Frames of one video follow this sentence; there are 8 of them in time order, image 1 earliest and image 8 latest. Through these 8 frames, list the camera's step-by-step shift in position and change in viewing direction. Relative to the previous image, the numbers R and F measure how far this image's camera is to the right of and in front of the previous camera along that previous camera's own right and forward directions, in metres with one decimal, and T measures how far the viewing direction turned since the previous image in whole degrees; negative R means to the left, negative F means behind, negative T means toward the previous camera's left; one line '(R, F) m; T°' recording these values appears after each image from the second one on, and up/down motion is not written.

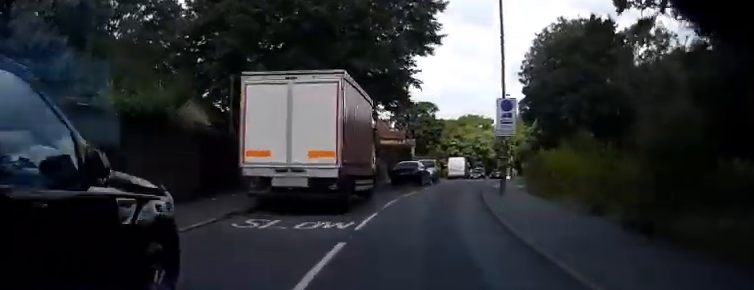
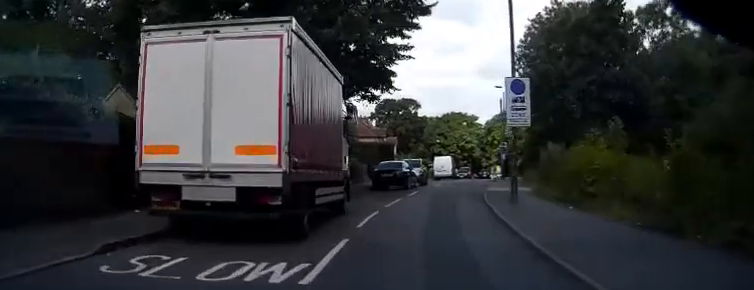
(+0.3, +6.0) m; +3°
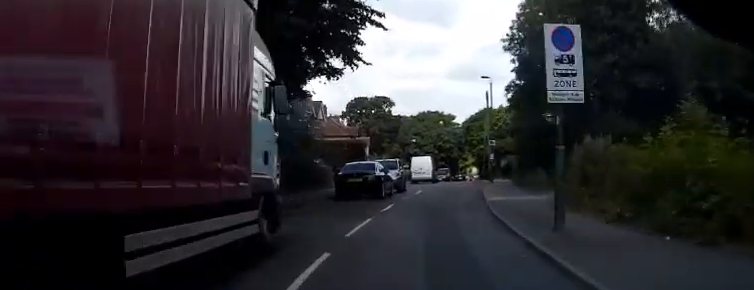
(+0.3, +8.4) m; +3°
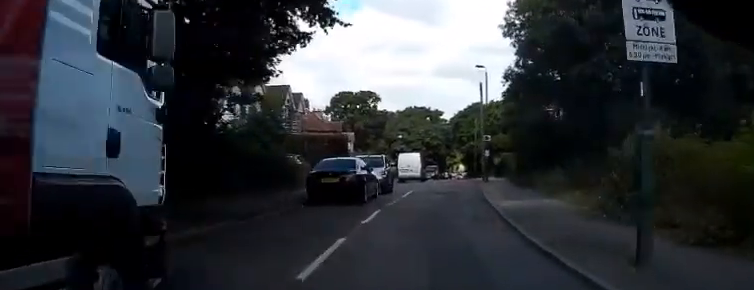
(-0.1, +4.9) m; +2°
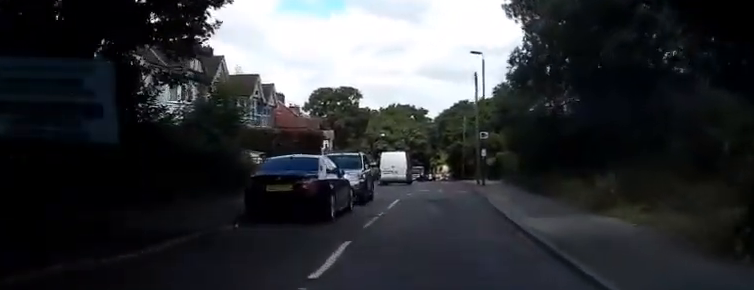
(+0.3, +6.7) m; +3°
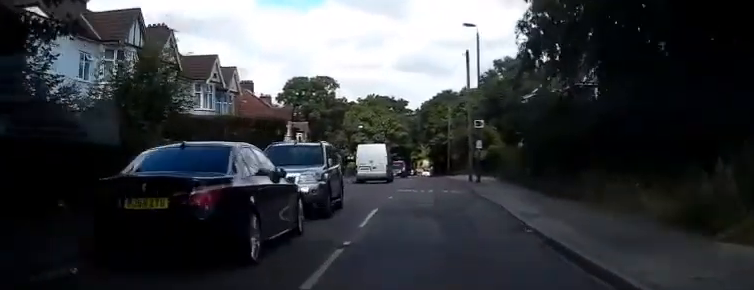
(+0.2, +6.5) m; +2°
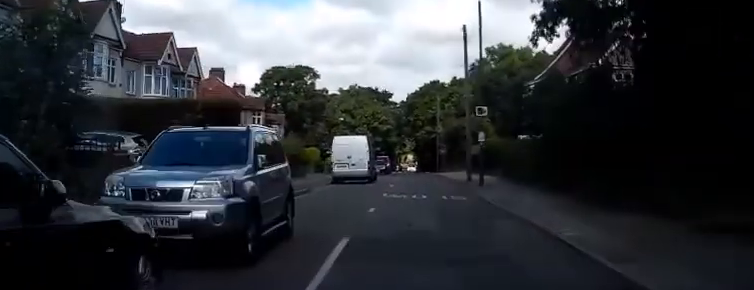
(+0.1, +6.3) m; +1°
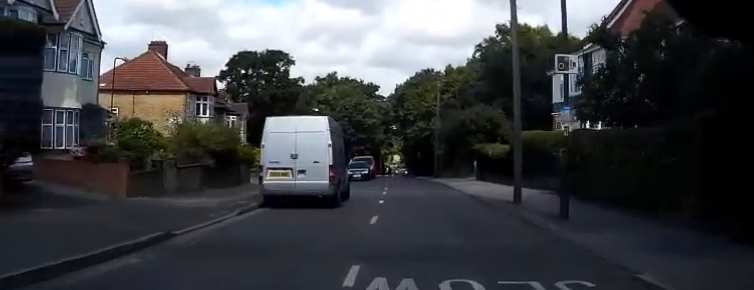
(+0.4, +13.9) m; +3°
